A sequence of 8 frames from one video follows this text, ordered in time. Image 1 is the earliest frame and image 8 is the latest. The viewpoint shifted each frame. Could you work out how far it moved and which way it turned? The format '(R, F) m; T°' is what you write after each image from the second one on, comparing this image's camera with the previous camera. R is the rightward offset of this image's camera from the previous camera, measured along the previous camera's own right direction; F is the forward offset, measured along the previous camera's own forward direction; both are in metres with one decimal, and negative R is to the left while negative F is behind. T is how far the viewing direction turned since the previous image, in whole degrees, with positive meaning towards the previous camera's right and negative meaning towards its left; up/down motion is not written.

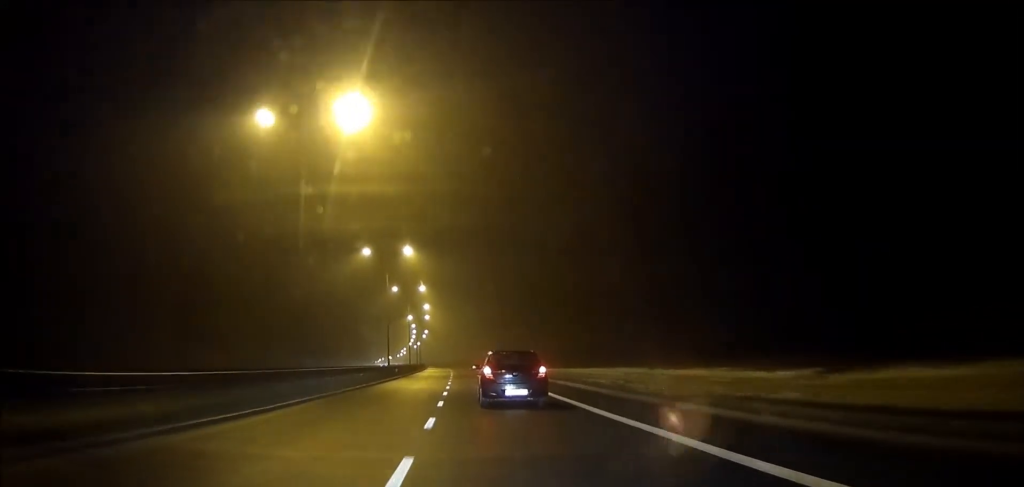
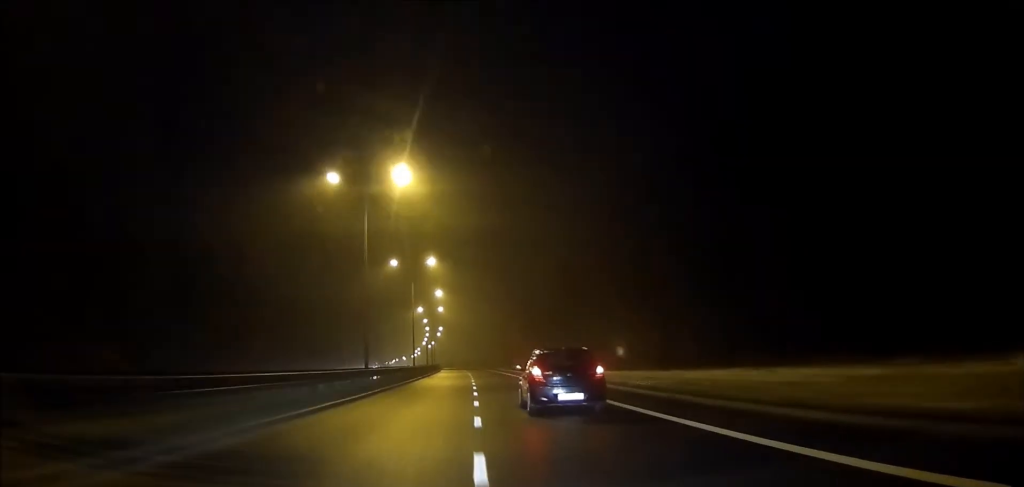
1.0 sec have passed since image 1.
(-0.3, +22.5) m; -1°
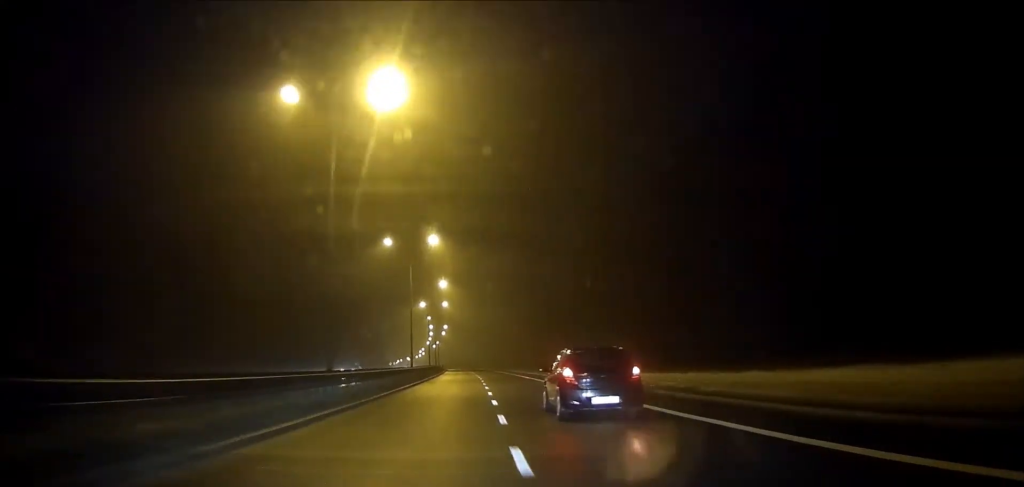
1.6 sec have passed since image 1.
(-0.1, +11.9) m; -1°
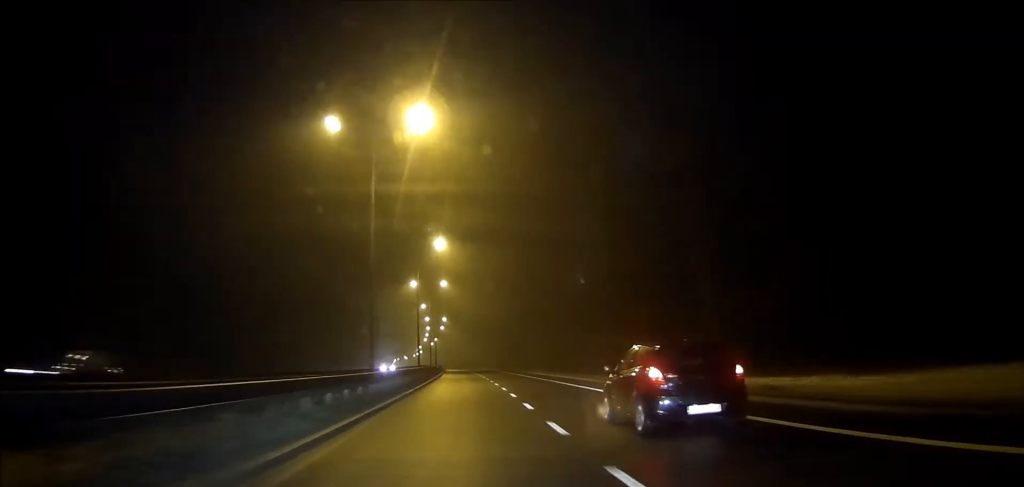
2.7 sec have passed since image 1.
(-0.2, +25.7) m; 0°
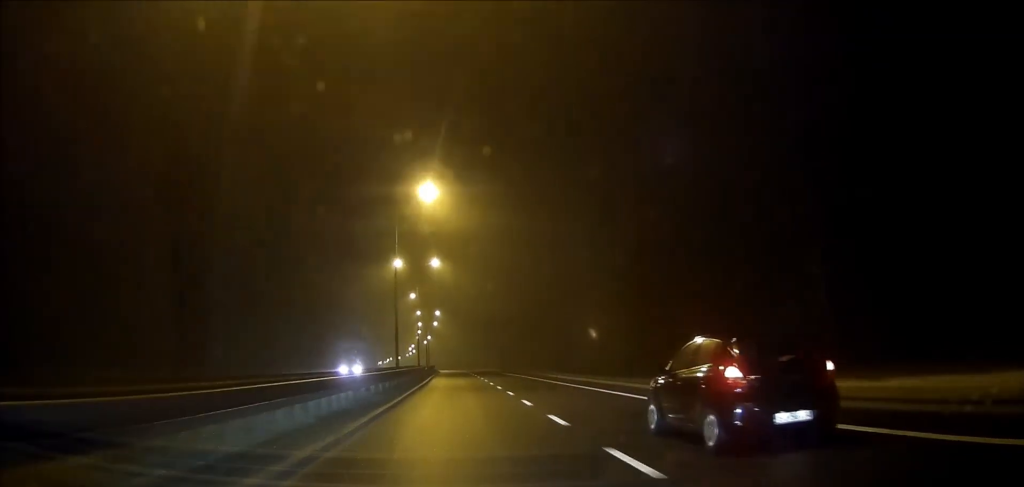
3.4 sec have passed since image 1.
(0.0, +16.2) m; 0°
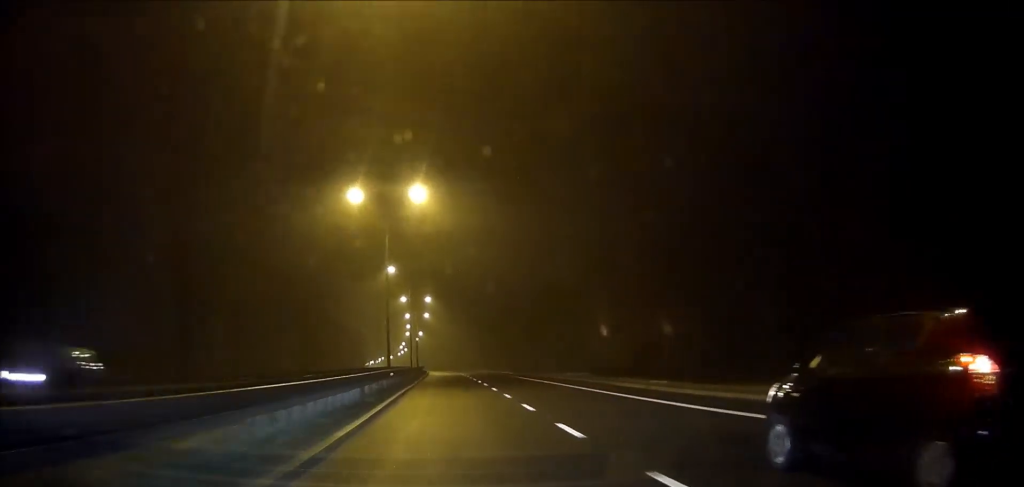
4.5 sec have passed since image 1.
(+0.1, +25.9) m; 0°
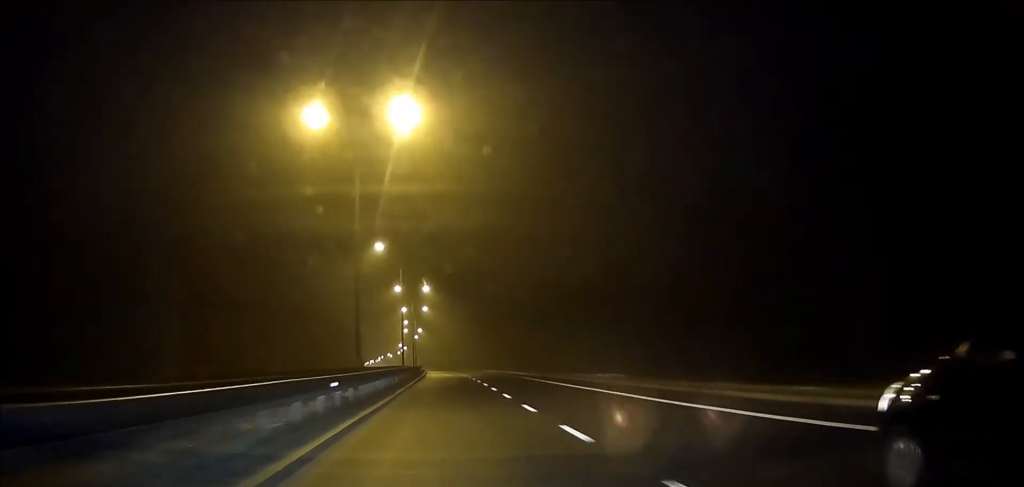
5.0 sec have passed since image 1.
(0.0, +12.6) m; 0°
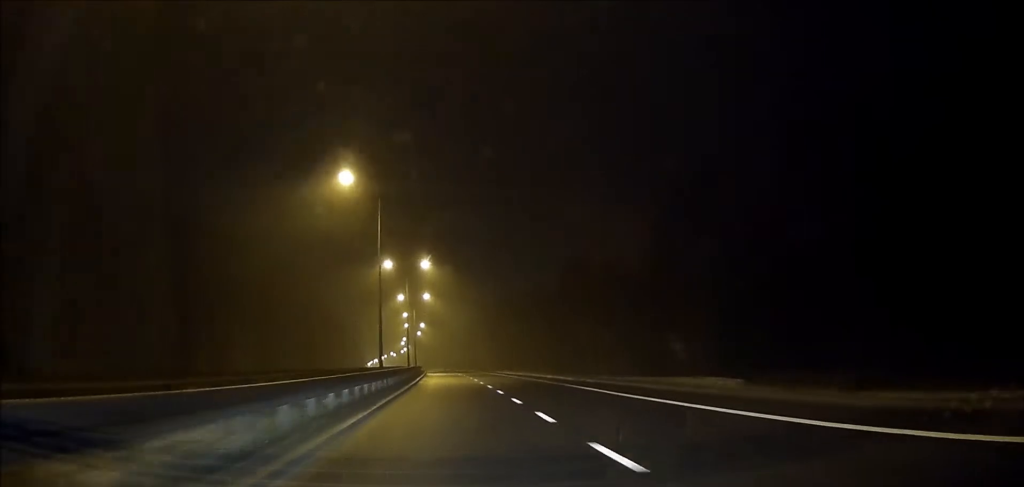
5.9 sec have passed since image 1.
(+0.1, +20.7) m; 0°
